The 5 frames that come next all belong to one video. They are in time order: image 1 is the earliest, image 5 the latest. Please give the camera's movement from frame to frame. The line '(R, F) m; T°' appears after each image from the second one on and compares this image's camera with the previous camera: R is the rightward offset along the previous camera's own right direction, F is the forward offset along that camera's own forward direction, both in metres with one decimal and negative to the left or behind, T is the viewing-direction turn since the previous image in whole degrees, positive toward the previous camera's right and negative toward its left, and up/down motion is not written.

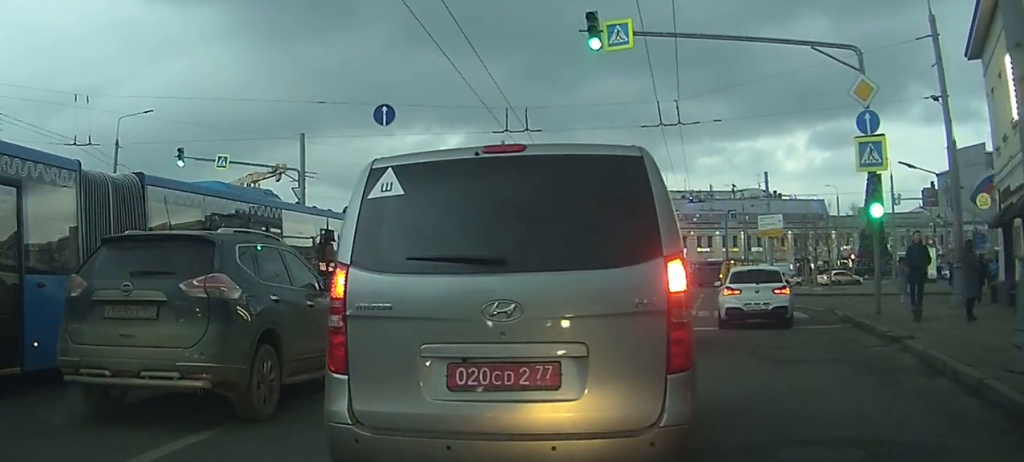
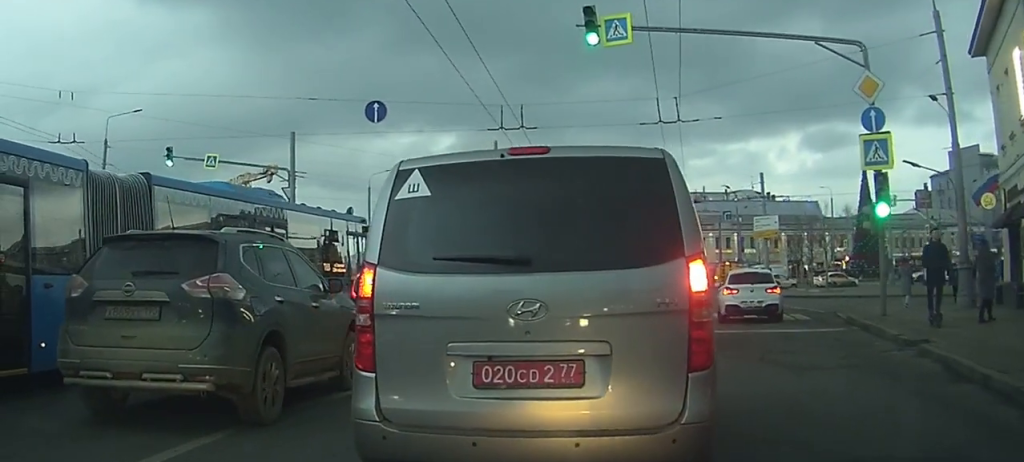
(0.0, +1.0) m; 0°
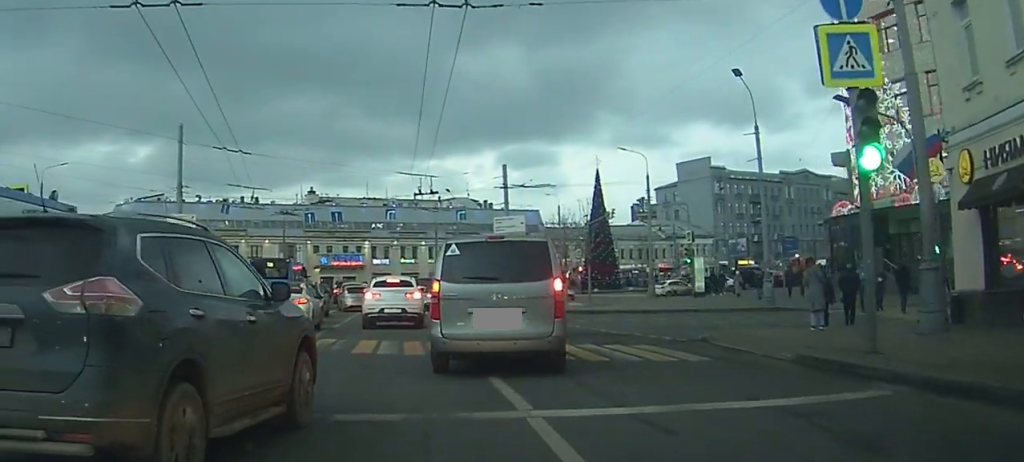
(+1.8, +11.2) m; +14°
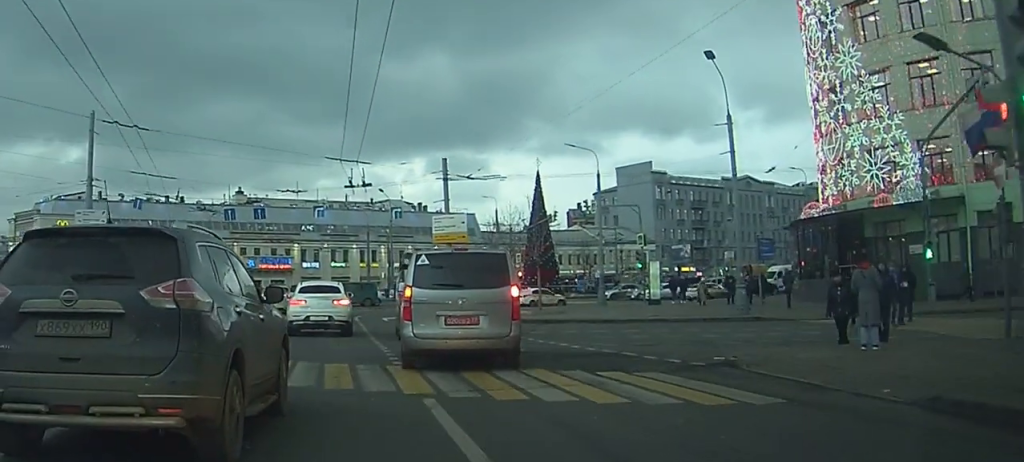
(+0.3, +5.1) m; +7°
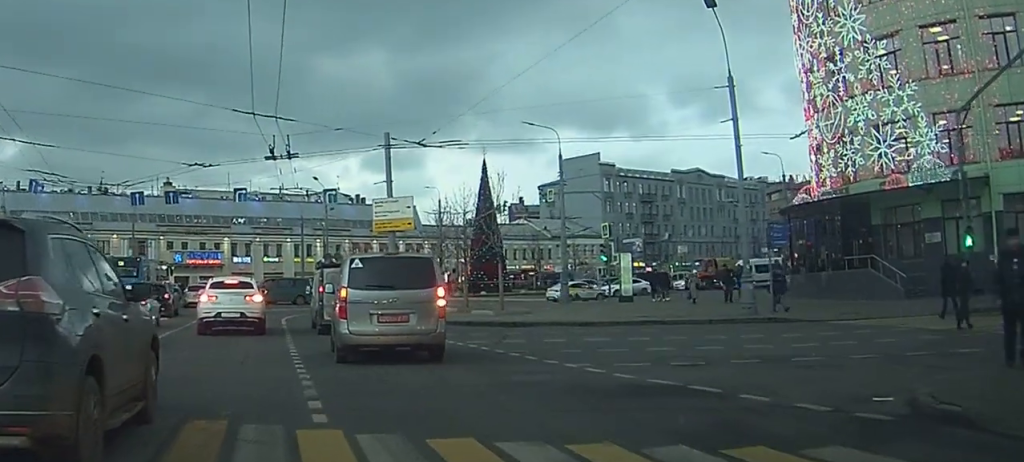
(+0.7, +6.8) m; -1°
